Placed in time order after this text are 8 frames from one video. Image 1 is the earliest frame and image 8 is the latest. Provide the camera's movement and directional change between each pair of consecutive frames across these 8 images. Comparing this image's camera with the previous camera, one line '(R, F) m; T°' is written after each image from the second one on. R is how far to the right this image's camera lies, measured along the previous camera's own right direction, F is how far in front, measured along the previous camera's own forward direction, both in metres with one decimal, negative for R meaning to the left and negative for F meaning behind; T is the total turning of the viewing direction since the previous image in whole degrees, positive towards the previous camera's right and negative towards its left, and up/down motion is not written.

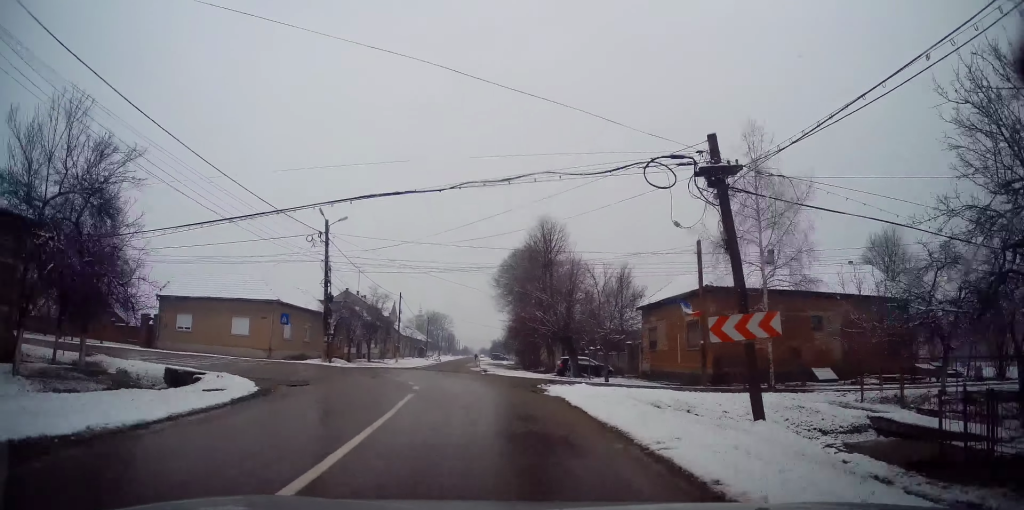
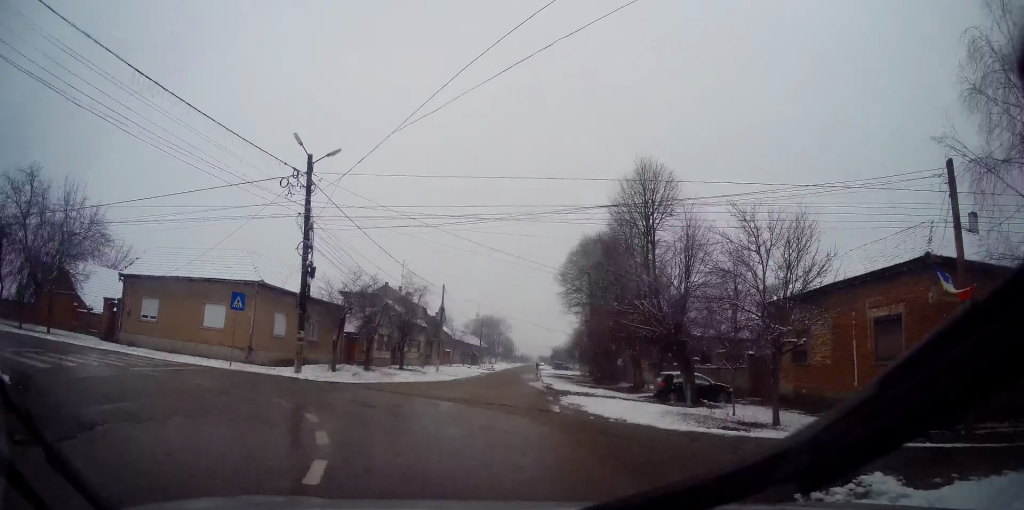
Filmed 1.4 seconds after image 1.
(-0.9, +11.7) m; -11°
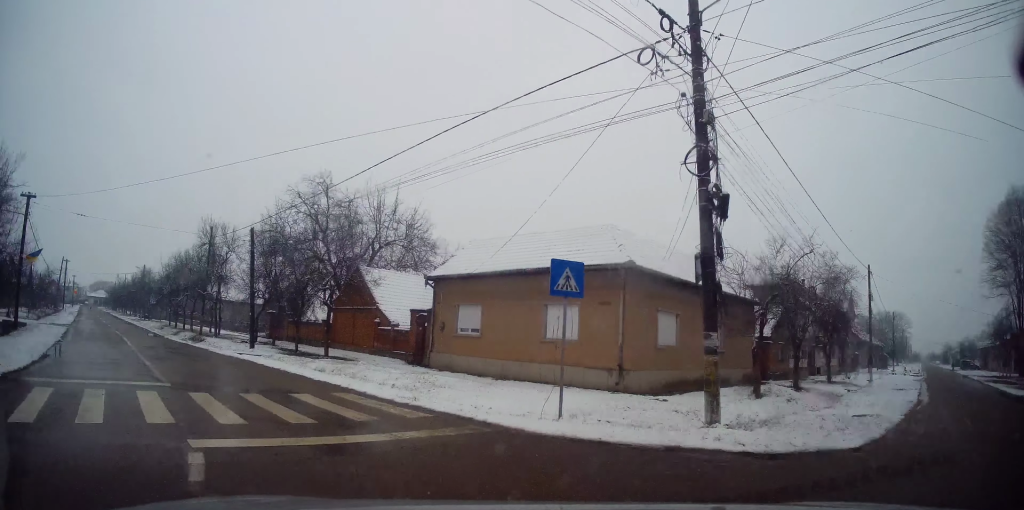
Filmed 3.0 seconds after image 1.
(-3.6, +11.3) m; -44°
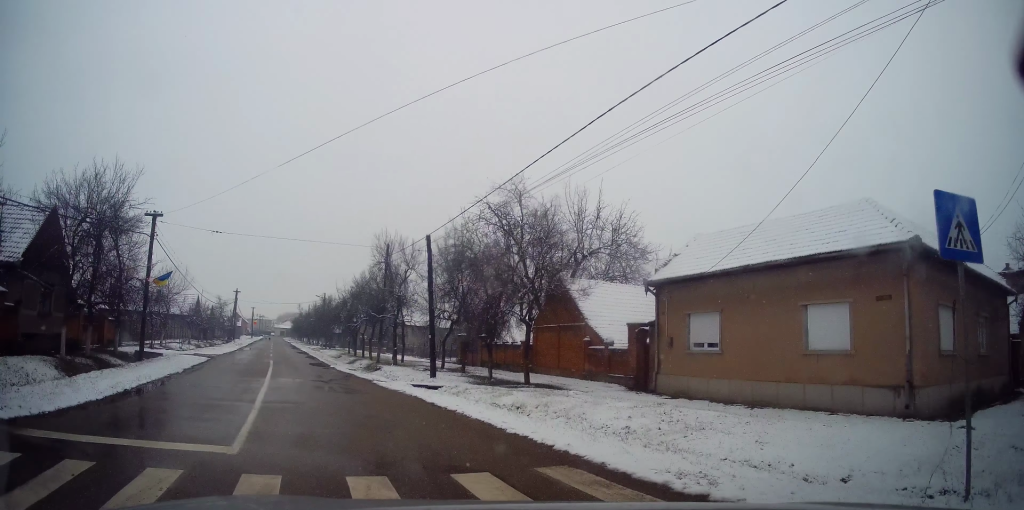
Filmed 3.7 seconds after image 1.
(-1.1, +5.3) m; -17°
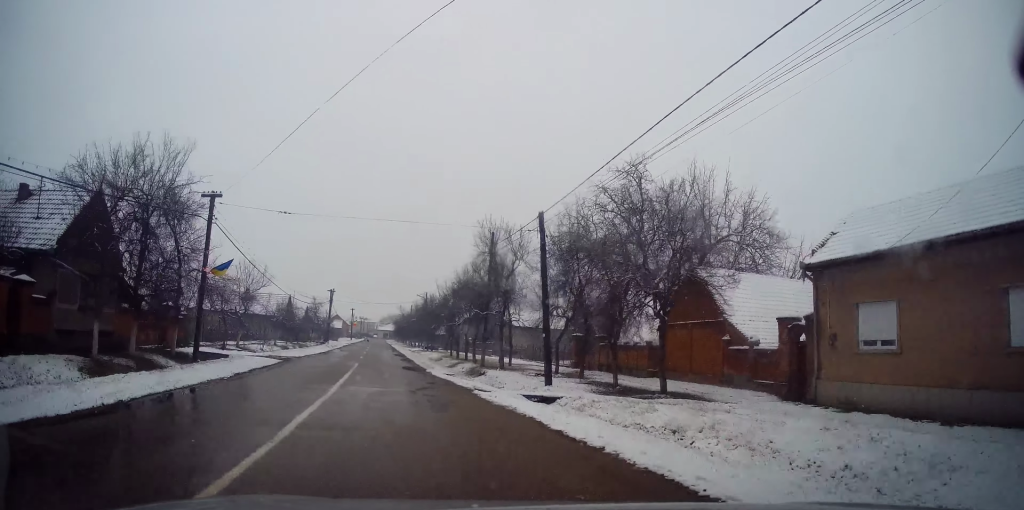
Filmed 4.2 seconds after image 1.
(-0.2, +4.1) m; -10°
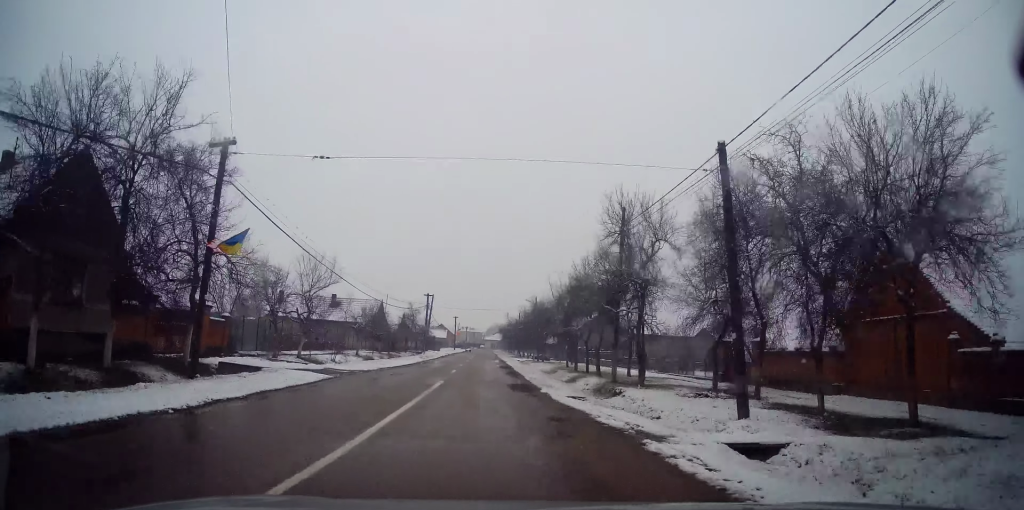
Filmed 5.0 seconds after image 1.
(-0.9, +7.3) m; -8°
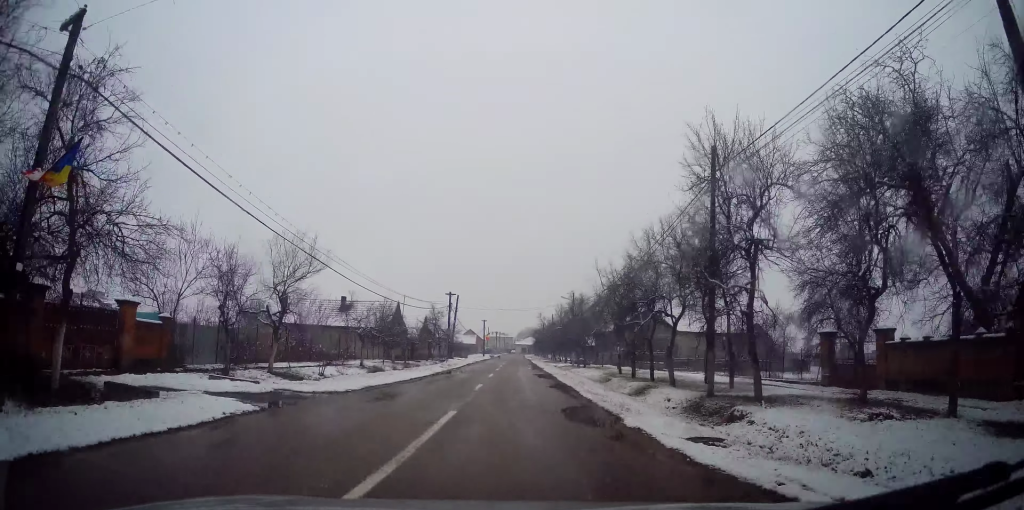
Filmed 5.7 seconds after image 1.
(-0.4, +7.4) m; -3°
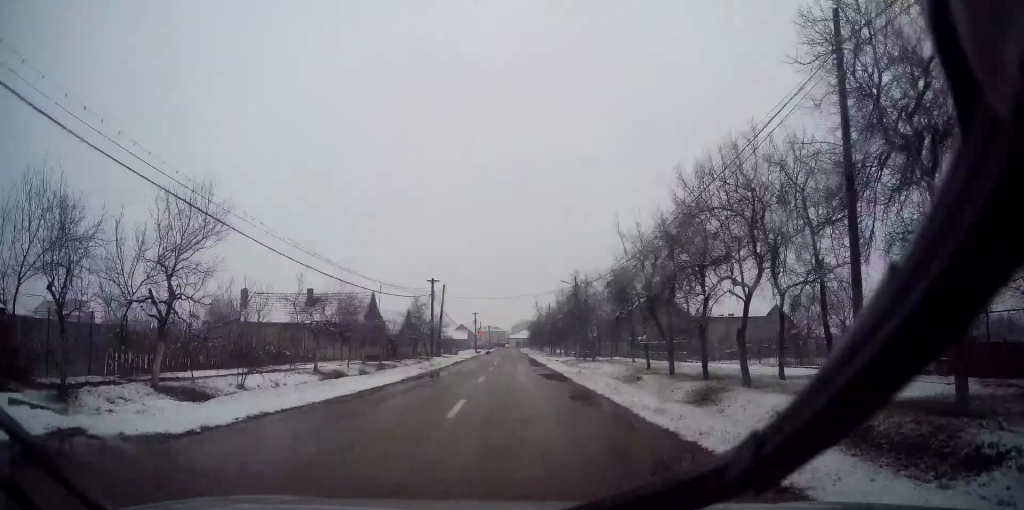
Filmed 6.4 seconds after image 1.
(-0.2, +7.2) m; -1°
